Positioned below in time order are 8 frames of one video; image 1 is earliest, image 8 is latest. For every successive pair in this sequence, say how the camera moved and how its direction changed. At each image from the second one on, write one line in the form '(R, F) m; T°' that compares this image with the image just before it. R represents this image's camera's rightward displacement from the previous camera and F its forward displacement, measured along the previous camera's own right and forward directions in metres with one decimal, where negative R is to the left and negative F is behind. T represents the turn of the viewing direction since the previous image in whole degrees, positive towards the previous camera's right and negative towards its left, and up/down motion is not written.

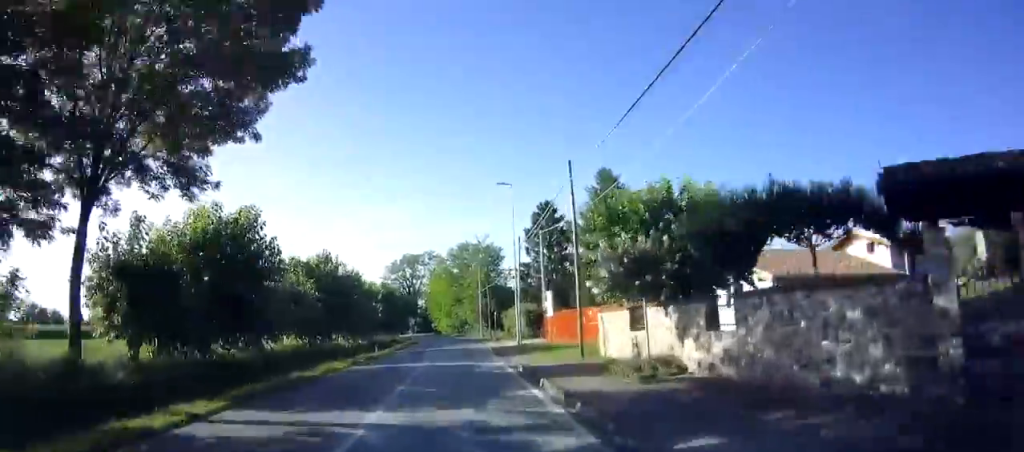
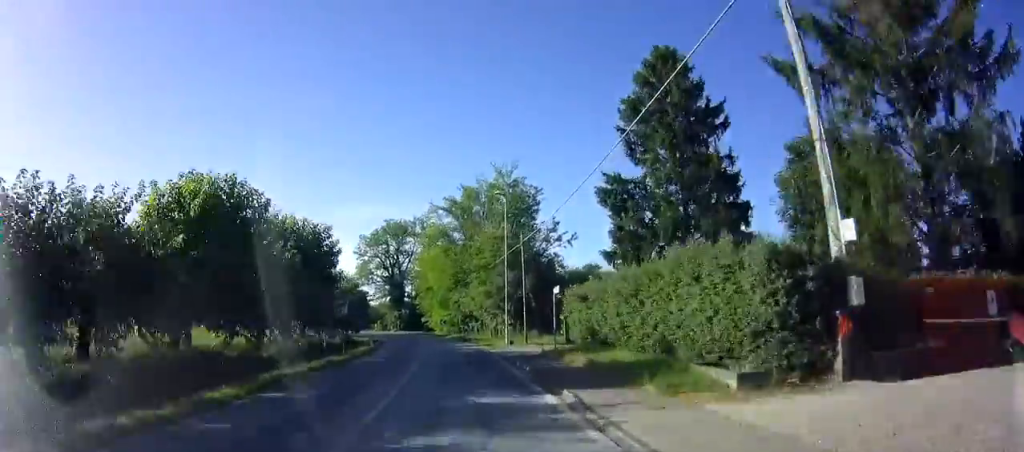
(+0.1, +34.8) m; 0°
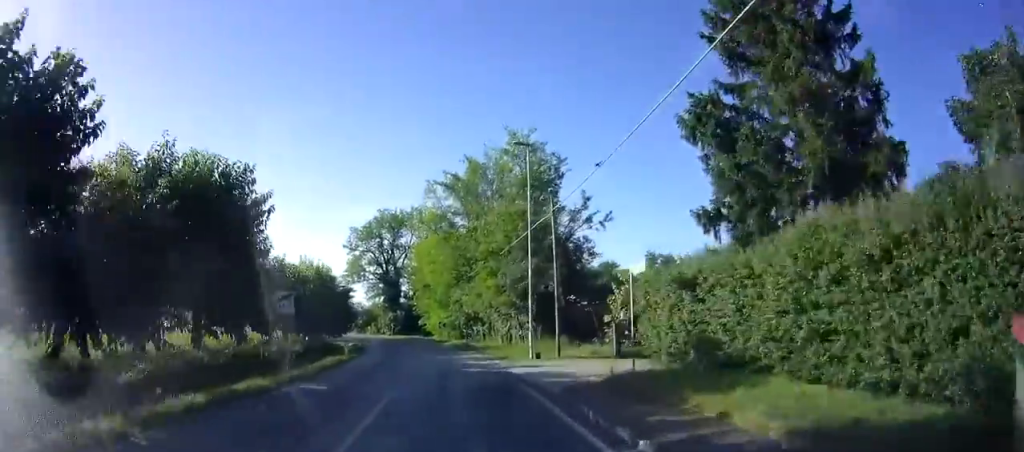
(0.0, +9.8) m; -1°
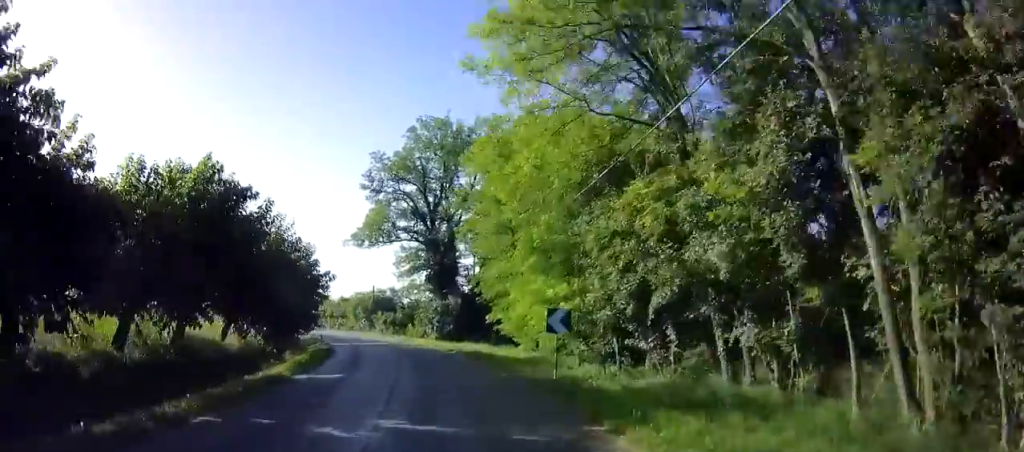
(-1.1, +34.2) m; -4°
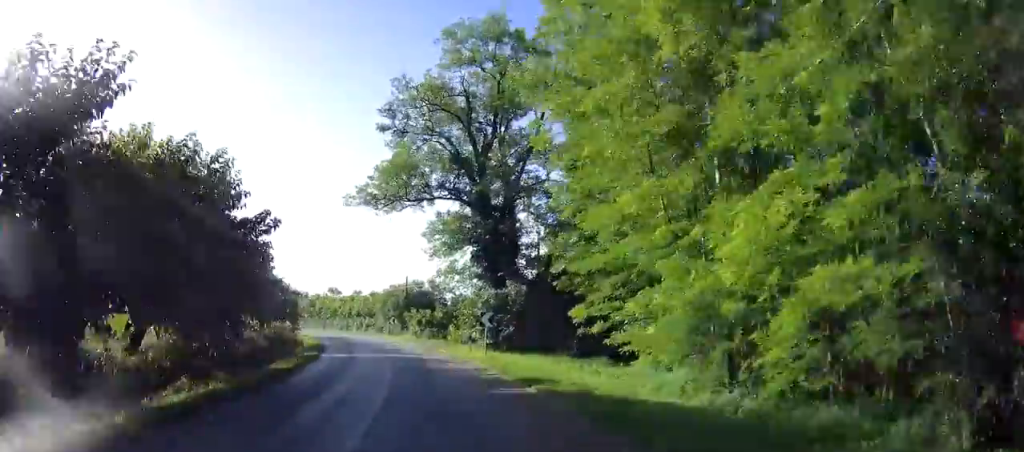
(-0.2, +14.8) m; -4°
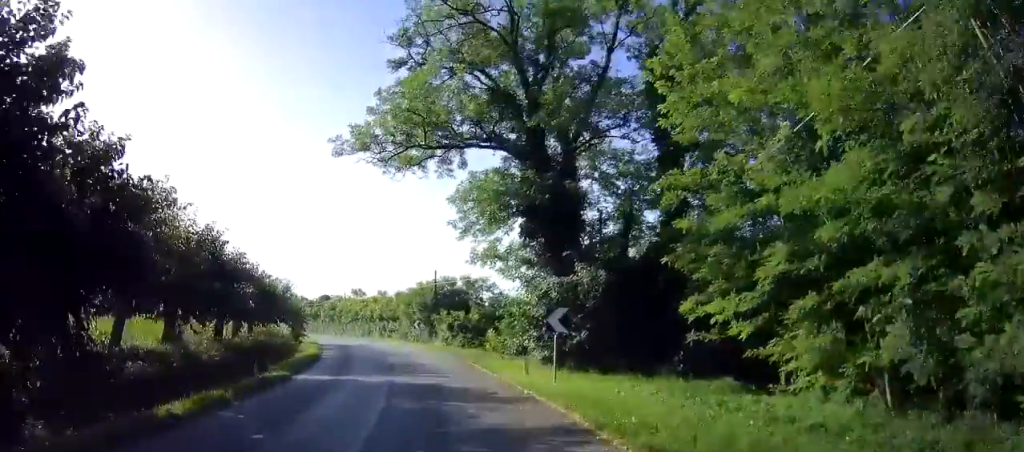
(-0.3, +9.2) m; -4°
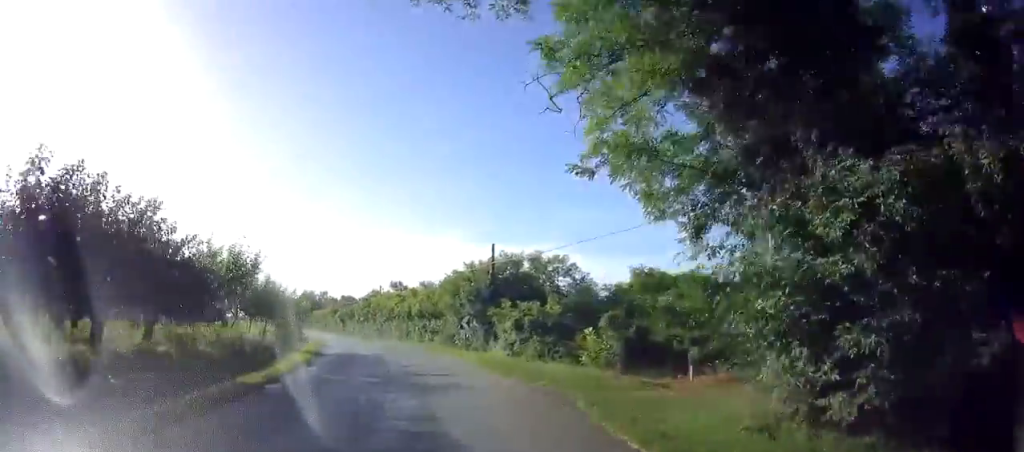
(-0.8, +13.7) m; -7°
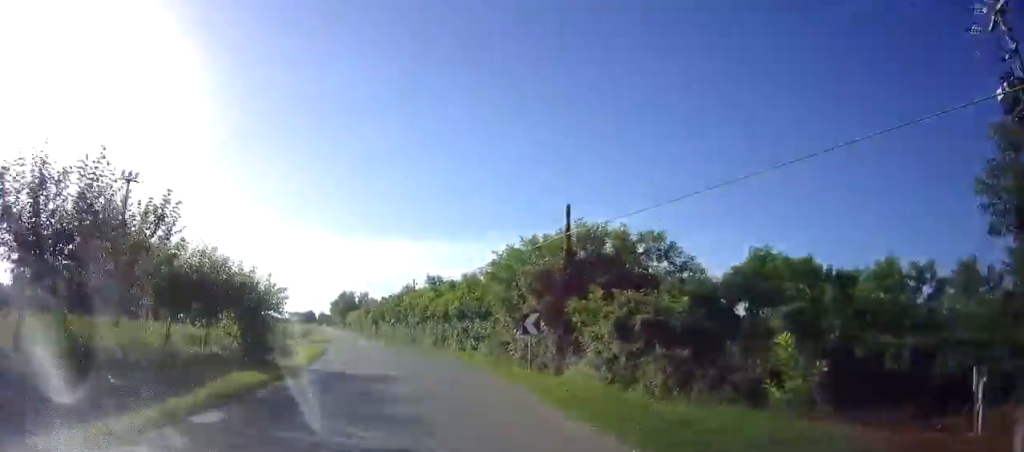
(-0.4, +10.6) m; -5°
